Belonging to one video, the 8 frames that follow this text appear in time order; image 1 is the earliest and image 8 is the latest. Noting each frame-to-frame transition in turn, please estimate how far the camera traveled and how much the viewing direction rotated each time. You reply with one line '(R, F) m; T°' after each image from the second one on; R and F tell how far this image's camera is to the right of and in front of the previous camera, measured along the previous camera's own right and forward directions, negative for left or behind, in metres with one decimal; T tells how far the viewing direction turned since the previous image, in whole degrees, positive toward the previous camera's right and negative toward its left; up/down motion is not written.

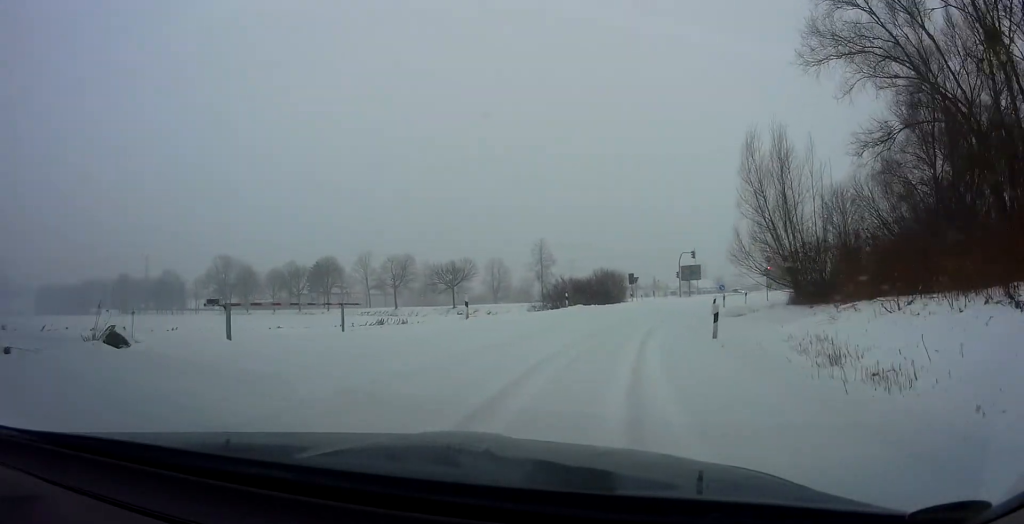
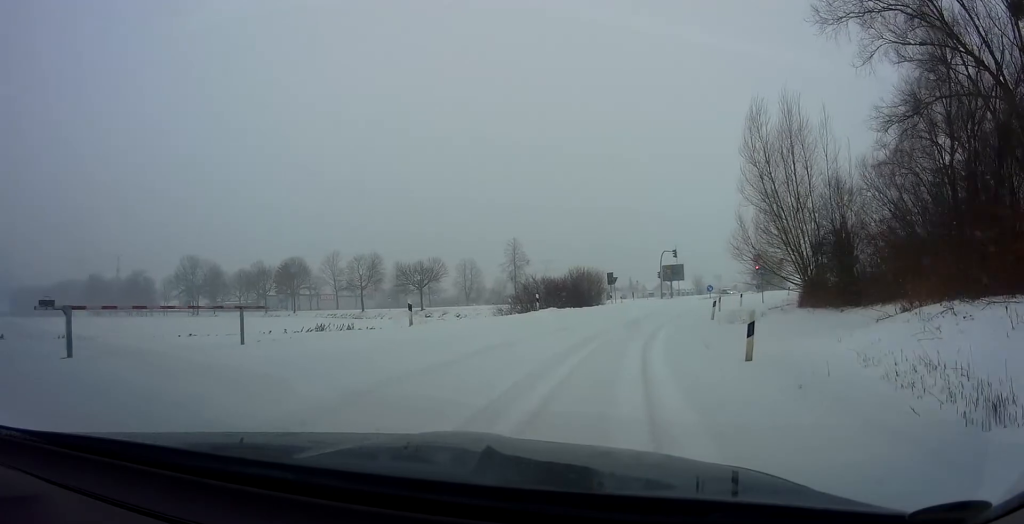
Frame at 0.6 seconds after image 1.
(+0.1, +4.8) m; +4°
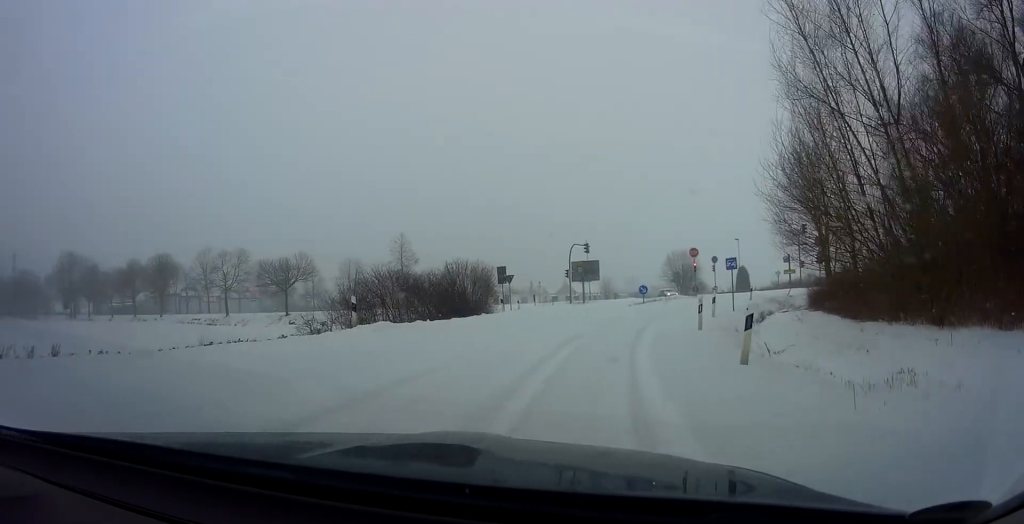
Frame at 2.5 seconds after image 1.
(+1.3, +14.8) m; +7°
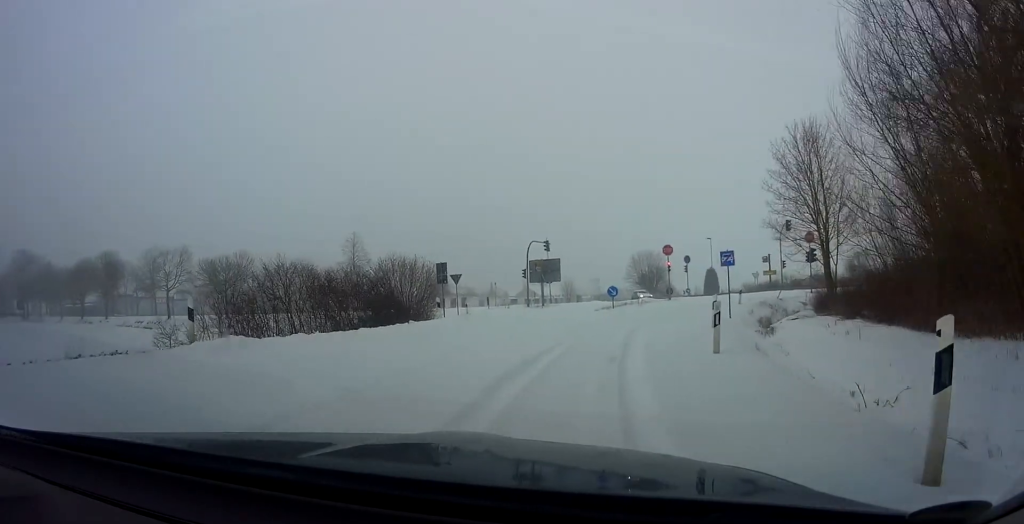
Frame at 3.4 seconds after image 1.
(0.0, +6.9) m; +2°
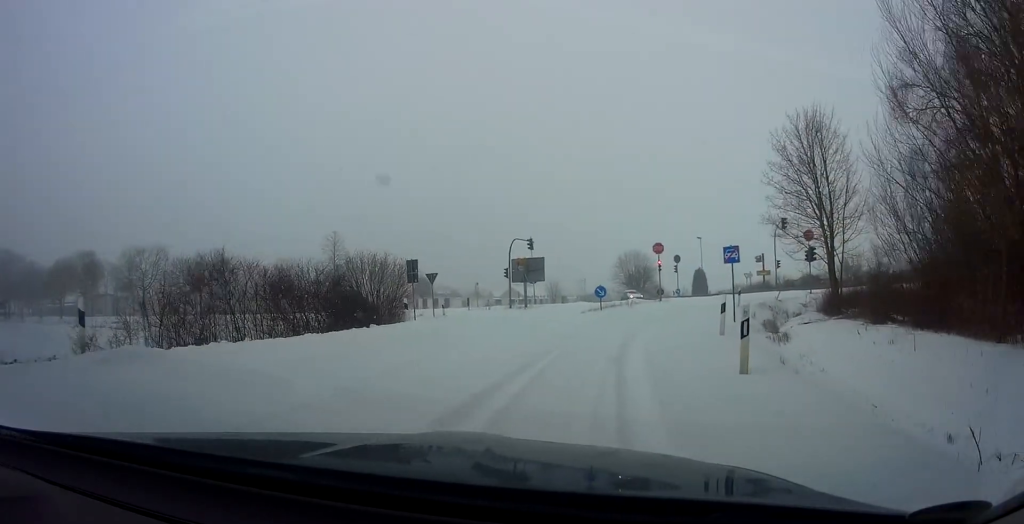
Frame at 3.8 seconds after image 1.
(+0.1, +2.8) m; +2°
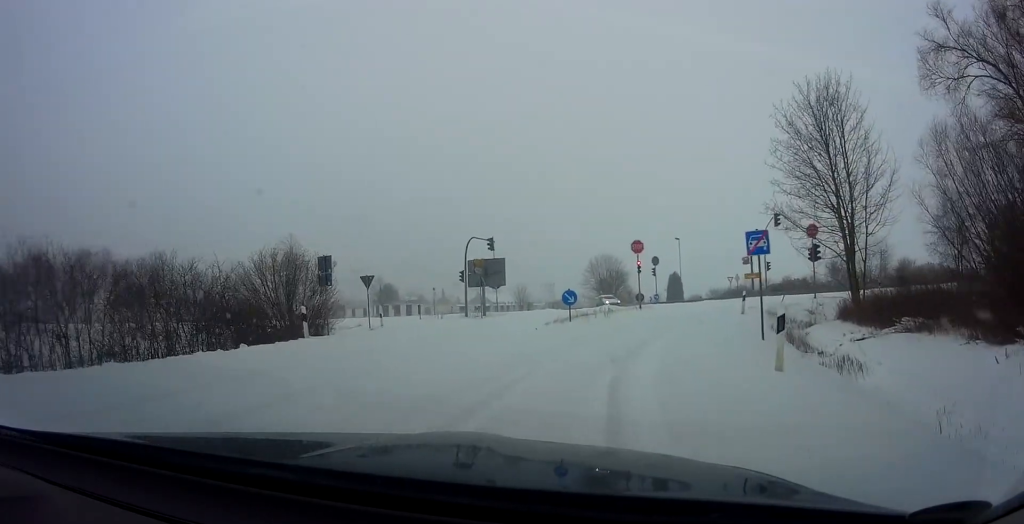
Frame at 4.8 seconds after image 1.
(+0.3, +6.5) m; +6°
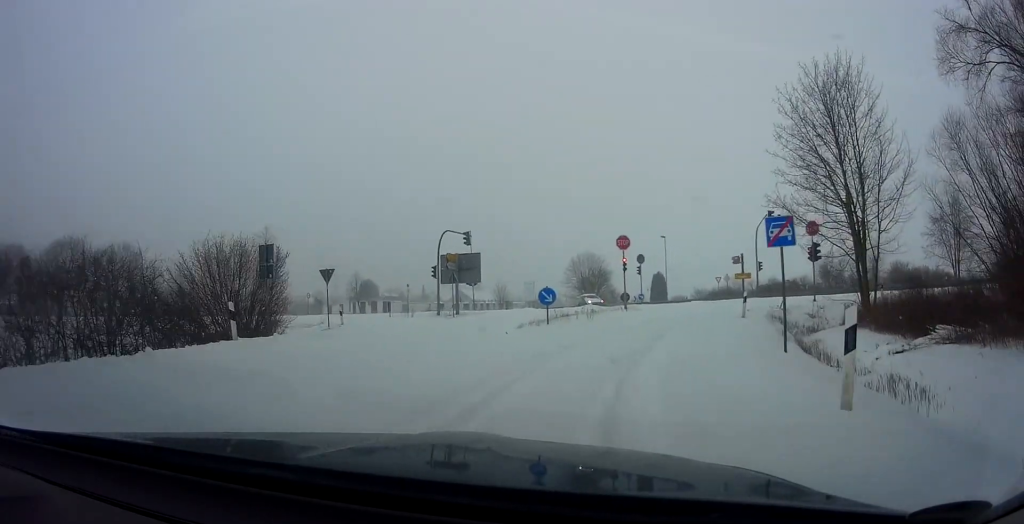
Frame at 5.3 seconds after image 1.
(+0.2, +3.1) m; +3°
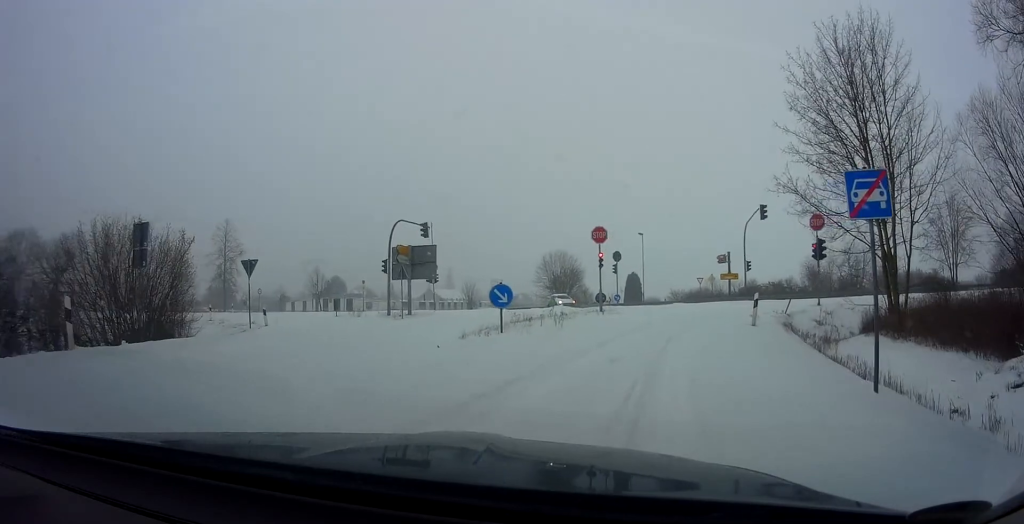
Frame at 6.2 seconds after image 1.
(+0.1, +4.9) m; +1°
